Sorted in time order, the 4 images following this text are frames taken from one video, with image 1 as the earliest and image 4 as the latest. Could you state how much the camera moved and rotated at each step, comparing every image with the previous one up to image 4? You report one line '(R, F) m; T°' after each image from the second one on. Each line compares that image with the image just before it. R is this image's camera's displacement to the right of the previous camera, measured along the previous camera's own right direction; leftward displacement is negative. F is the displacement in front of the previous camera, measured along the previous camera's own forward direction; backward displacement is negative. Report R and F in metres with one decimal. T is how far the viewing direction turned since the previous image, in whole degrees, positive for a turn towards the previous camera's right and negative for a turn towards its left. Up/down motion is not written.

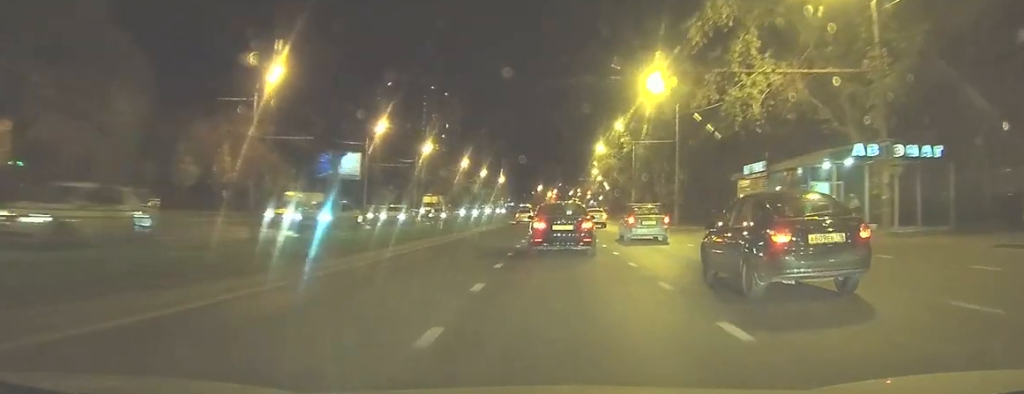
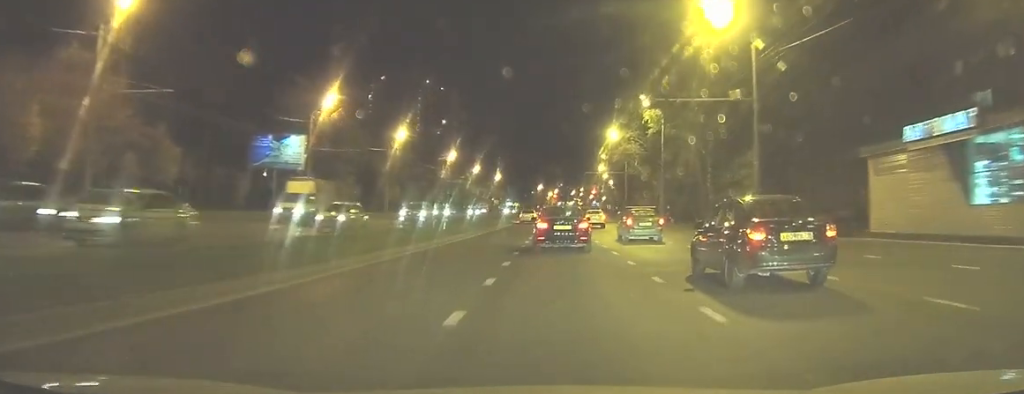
(+0.2, +19.7) m; +1°
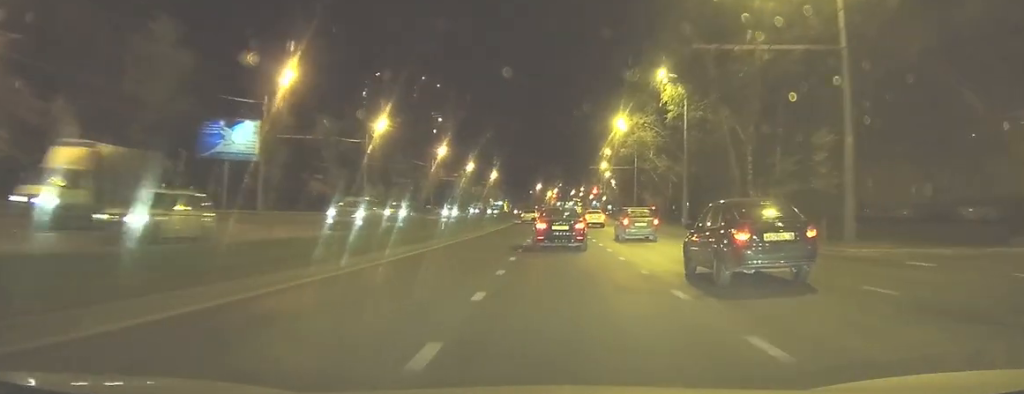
(0.0, +10.4) m; 0°
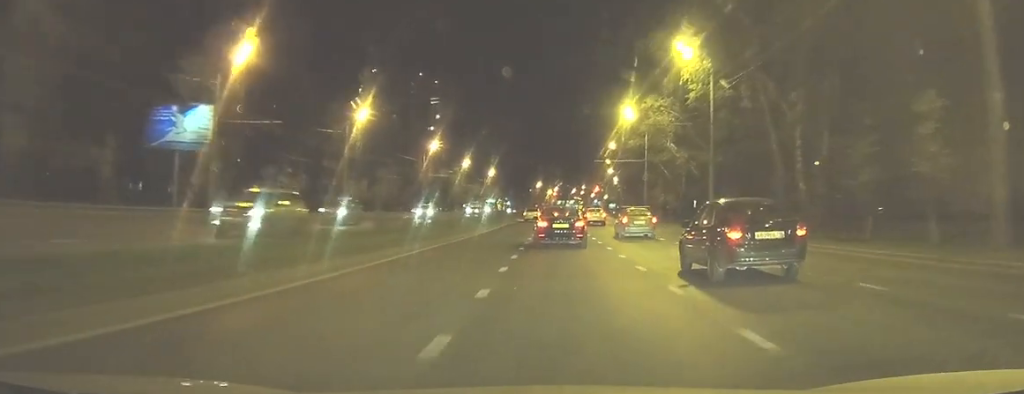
(+0.1, +7.9) m; 0°
